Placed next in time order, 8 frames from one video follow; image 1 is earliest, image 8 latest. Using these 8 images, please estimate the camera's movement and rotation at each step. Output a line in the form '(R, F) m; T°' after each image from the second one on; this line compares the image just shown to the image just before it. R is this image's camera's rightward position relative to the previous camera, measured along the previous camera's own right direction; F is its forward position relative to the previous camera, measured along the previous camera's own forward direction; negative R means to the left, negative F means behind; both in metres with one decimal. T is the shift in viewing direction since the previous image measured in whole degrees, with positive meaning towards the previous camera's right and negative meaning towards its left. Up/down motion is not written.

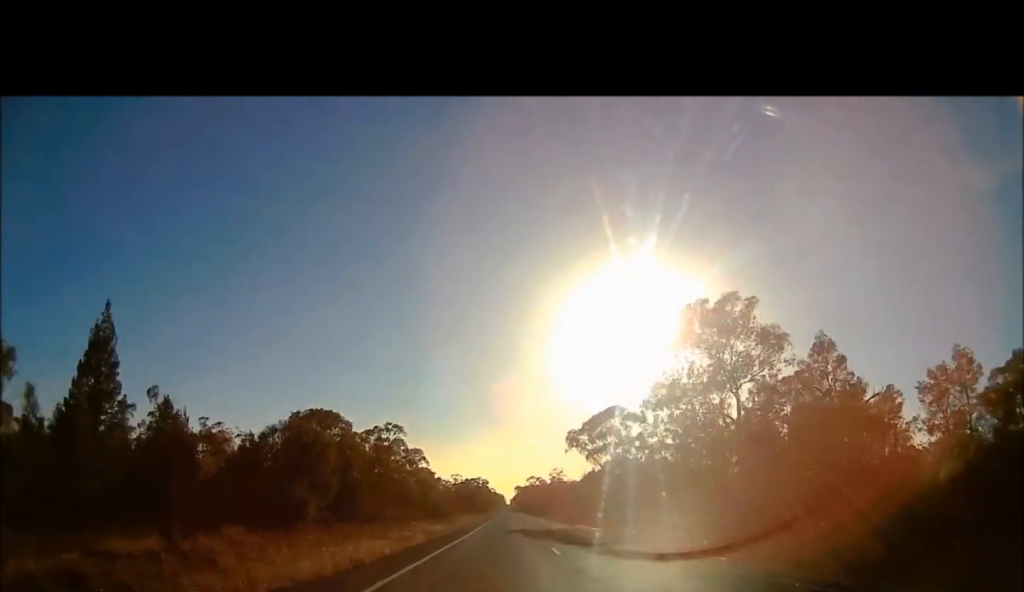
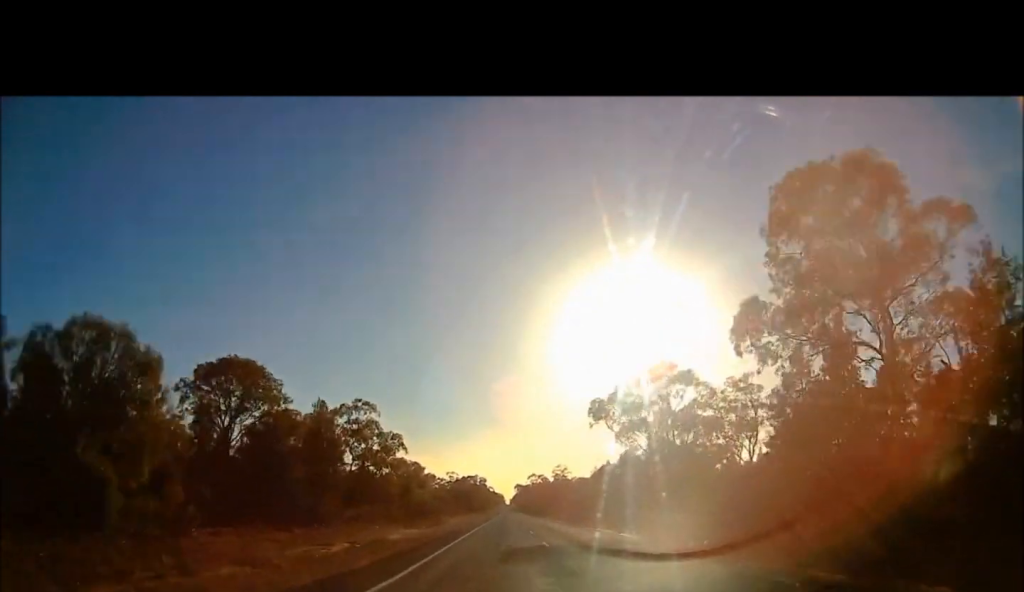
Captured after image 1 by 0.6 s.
(0.0, +20.3) m; 0°
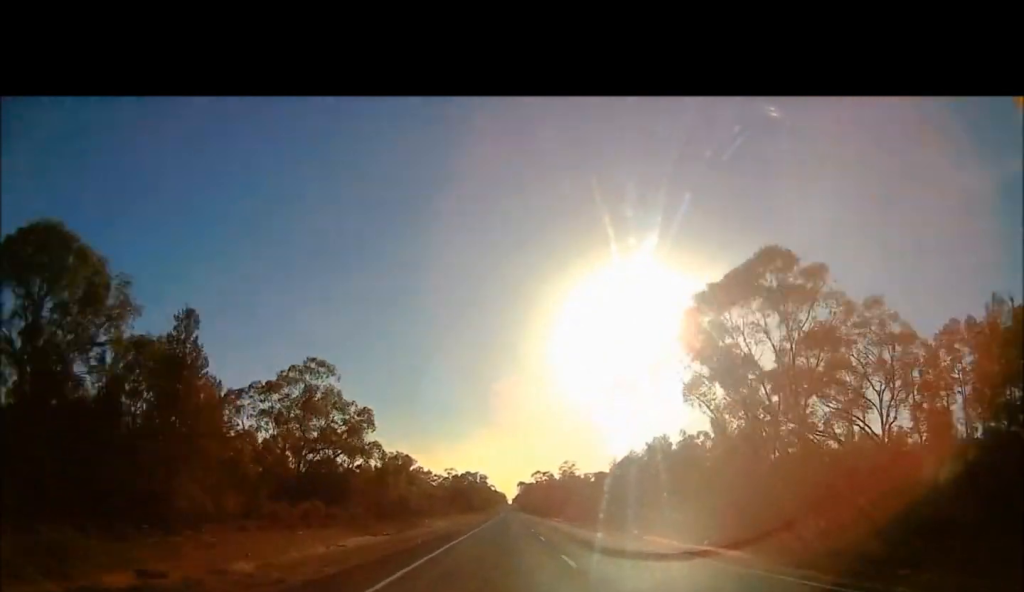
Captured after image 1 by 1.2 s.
(0.0, +20.1) m; 0°
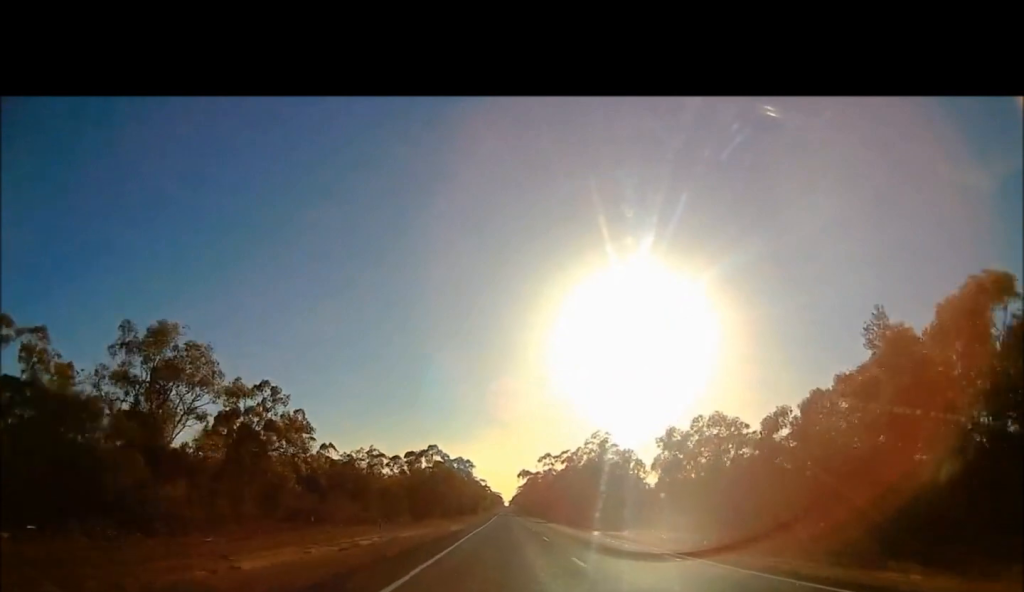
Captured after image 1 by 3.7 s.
(0.0, +83.9) m; 0°
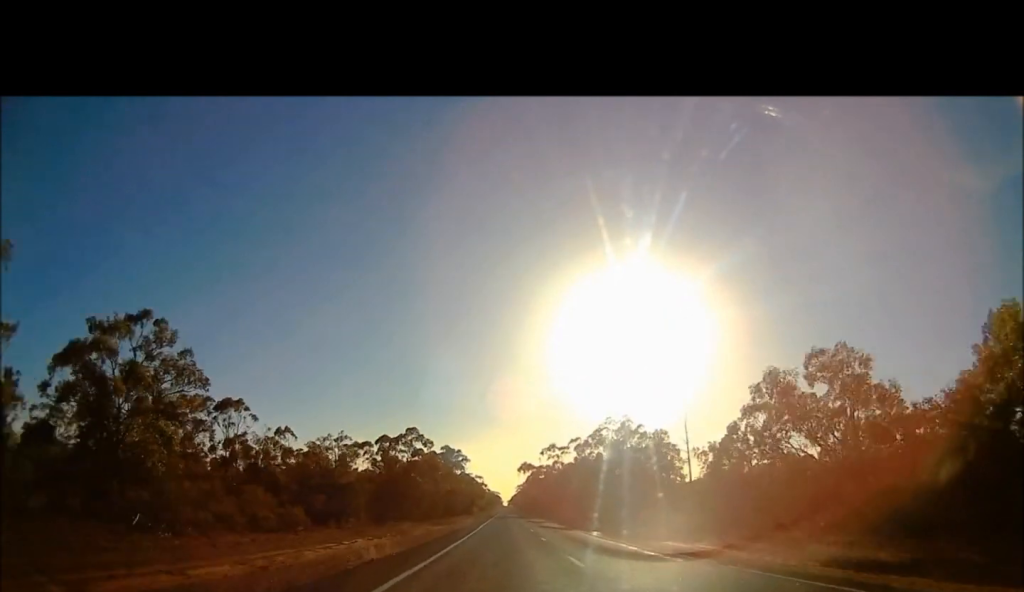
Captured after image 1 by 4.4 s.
(0.0, +22.6) m; 0°
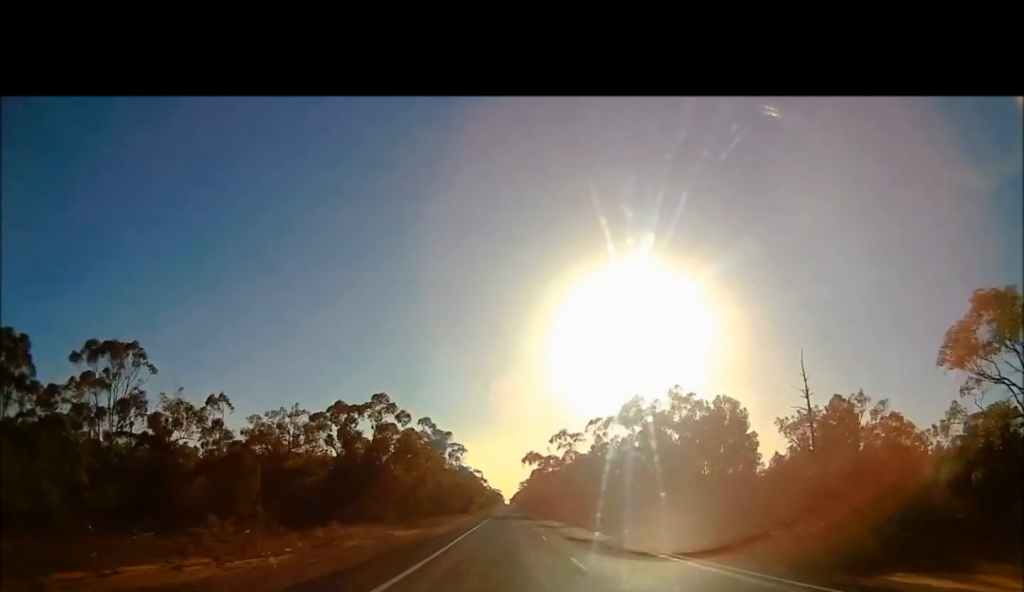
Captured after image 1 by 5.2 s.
(0.0, +23.4) m; 0°
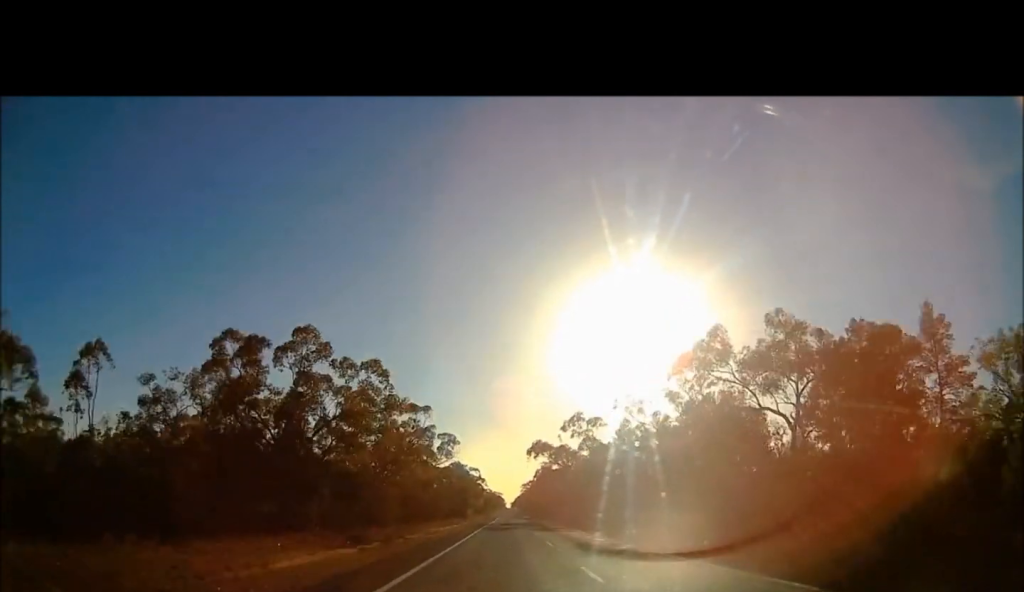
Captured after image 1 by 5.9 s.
(0.0, +24.1) m; 0°
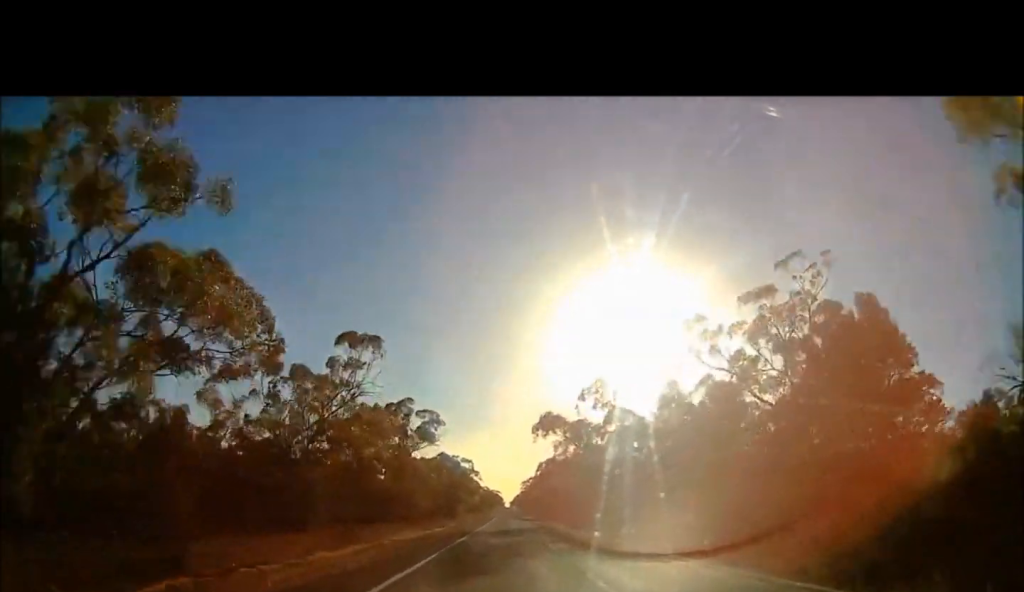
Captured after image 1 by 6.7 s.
(0.0, +23.5) m; 0°
